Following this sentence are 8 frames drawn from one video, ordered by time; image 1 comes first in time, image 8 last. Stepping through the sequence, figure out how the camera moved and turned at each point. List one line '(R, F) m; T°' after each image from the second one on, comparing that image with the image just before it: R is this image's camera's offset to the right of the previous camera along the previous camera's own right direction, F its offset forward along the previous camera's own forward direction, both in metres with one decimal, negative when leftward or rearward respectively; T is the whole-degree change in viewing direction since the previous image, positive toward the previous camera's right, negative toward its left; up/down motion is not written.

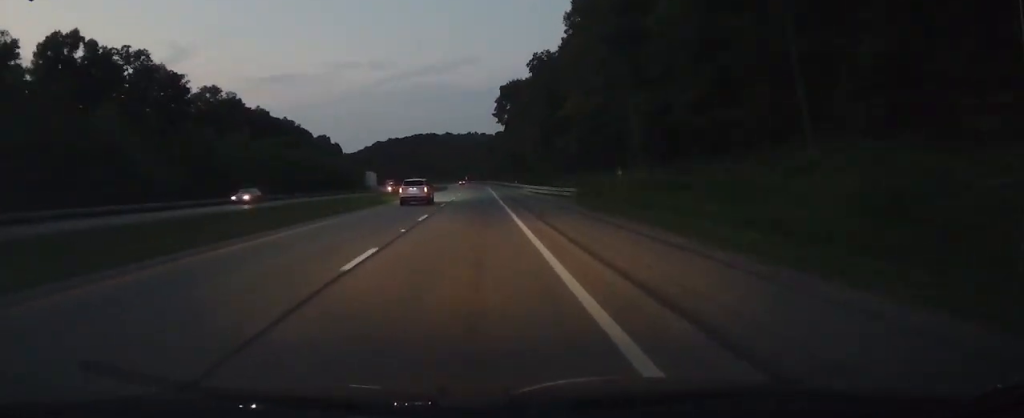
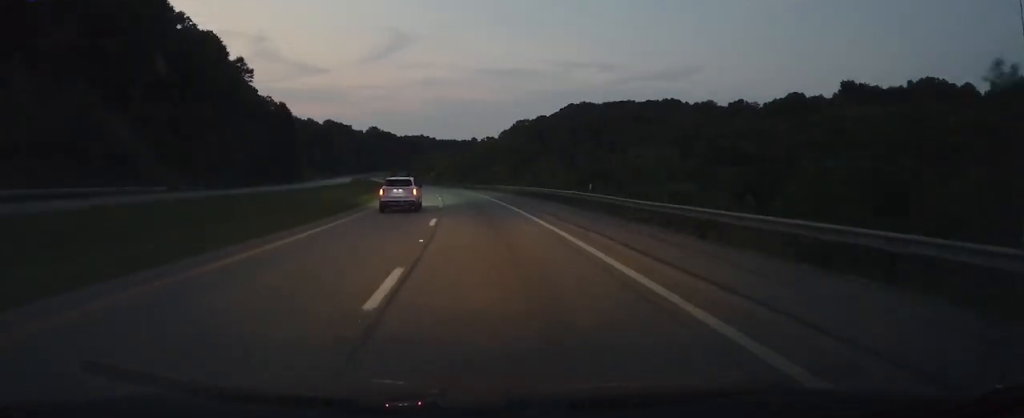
(-50.5, +312.2) m; -24°
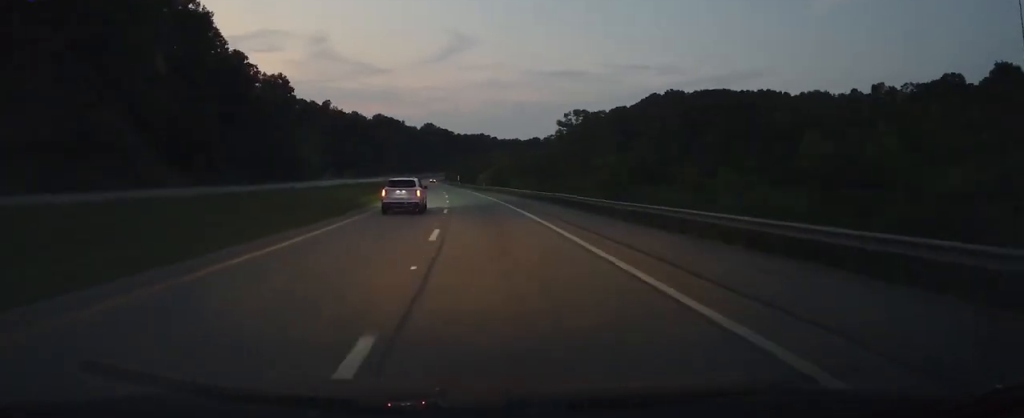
(-3.0, +53.4) m; -4°
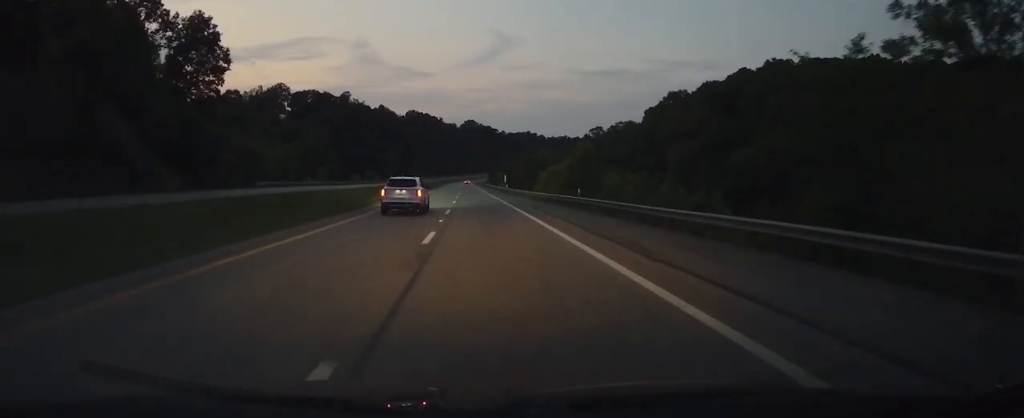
(-5.3, +62.4) m; -3°
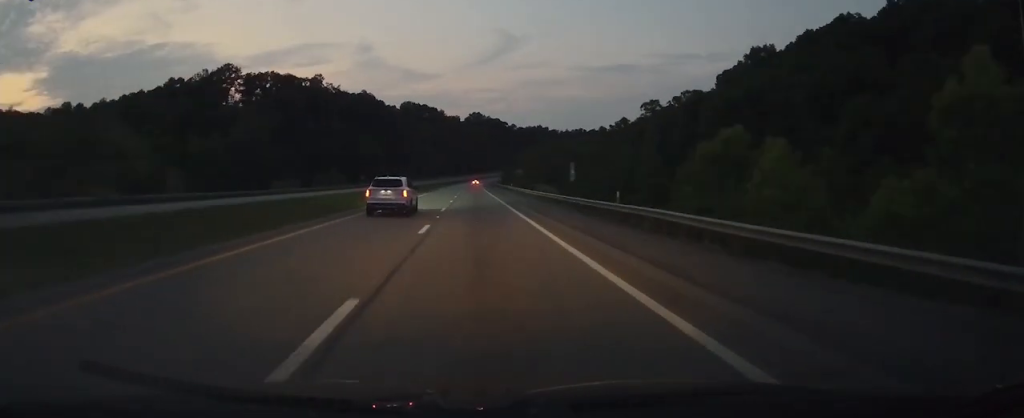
(-2.2, +71.2) m; -1°
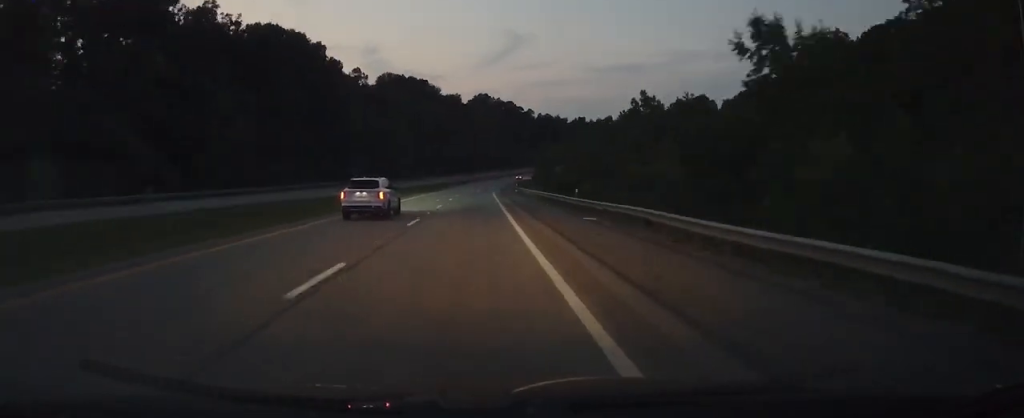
(+1.0, +119.4) m; +2°
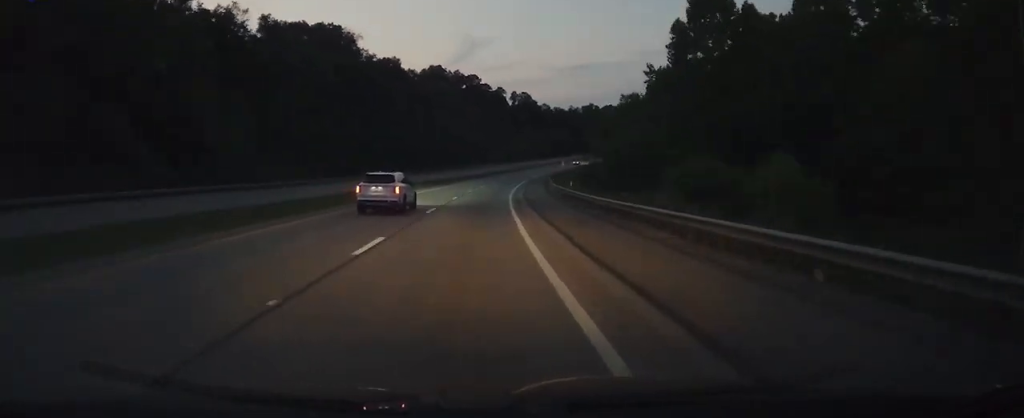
(+0.9, +118.3) m; +7°
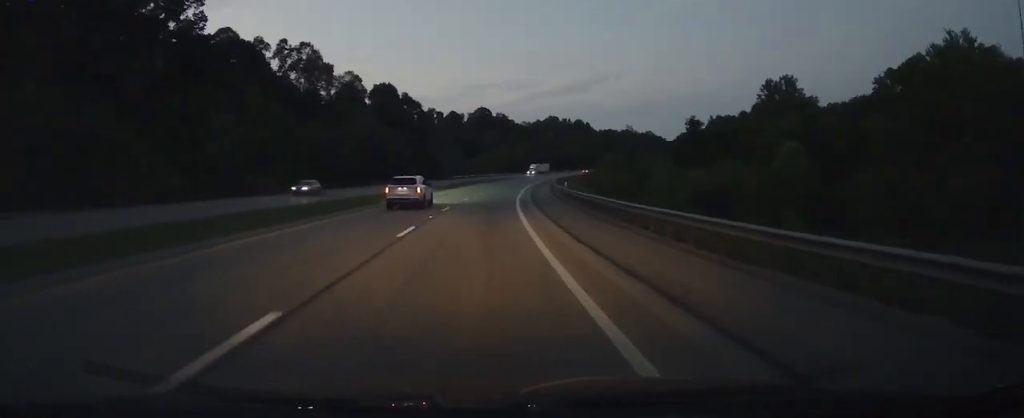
(+30.7, +178.7) m; +18°
